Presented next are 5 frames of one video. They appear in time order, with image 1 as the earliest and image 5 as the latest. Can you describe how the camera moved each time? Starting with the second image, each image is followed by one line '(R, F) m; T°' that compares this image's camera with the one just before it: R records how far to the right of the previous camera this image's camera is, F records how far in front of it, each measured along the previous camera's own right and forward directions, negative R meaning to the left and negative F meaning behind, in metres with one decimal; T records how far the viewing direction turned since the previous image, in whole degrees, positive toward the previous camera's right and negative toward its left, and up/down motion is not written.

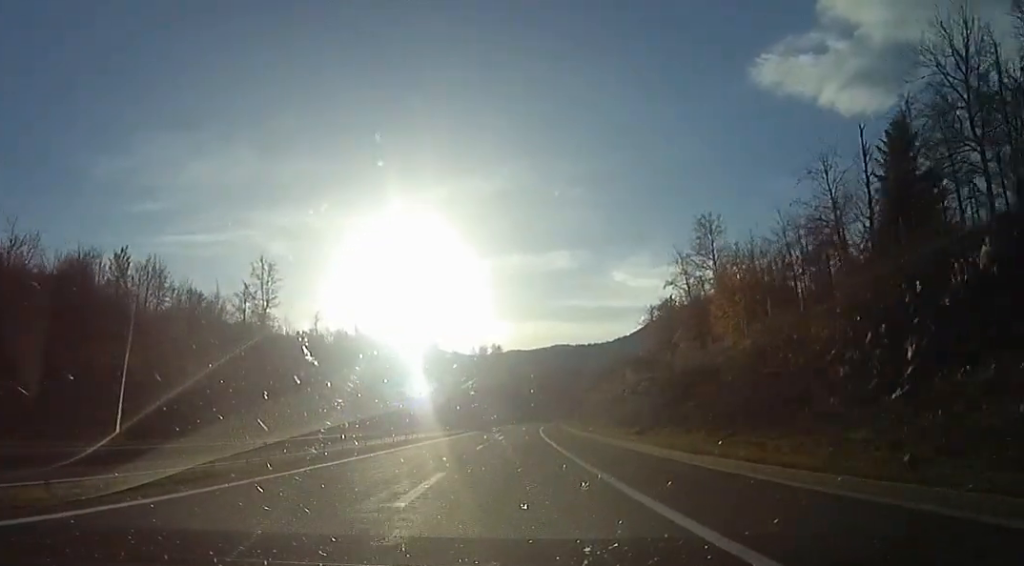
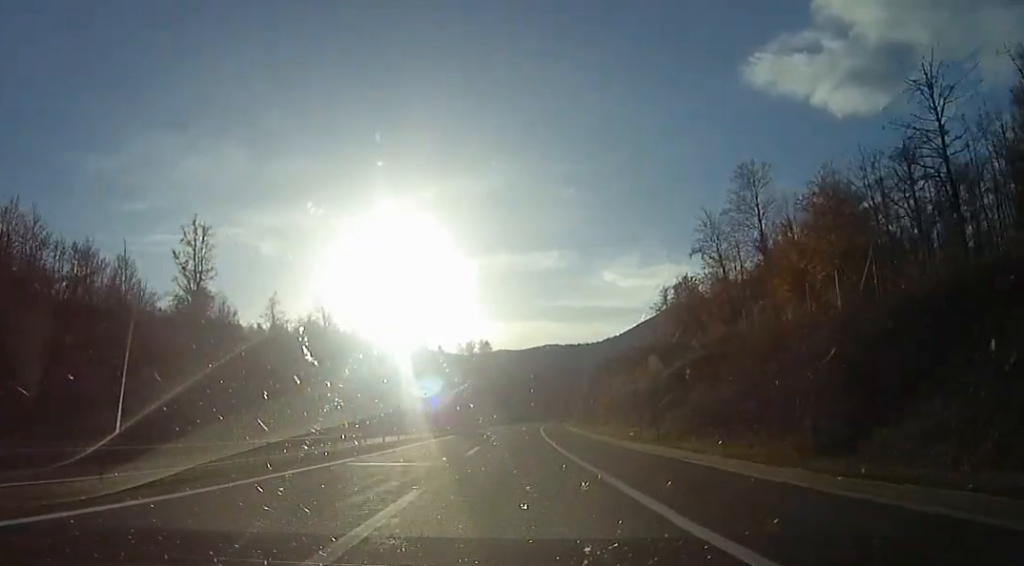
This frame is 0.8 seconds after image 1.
(-0.4, +22.5) m; 0°
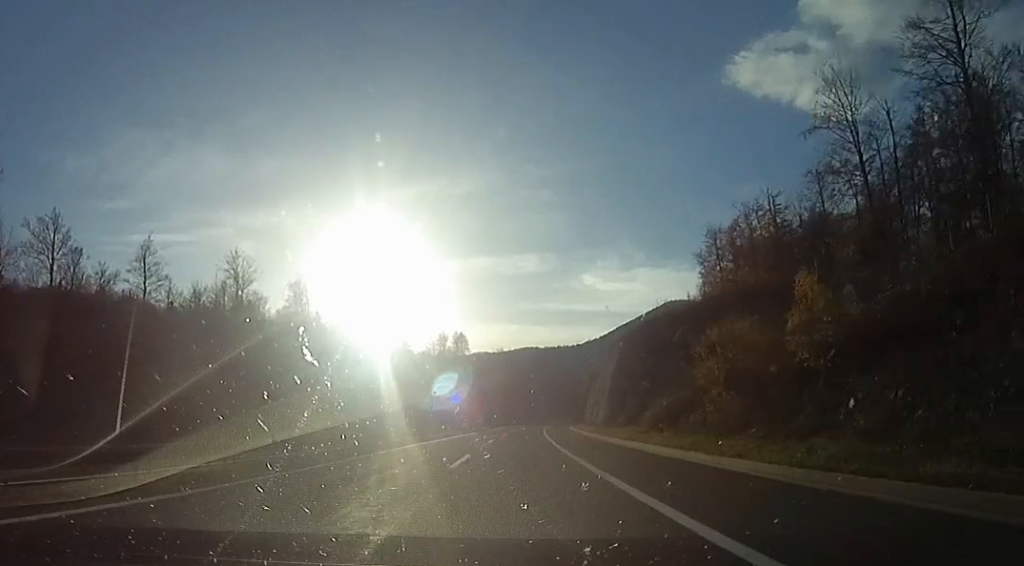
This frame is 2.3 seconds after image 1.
(+1.5, +42.5) m; +5°
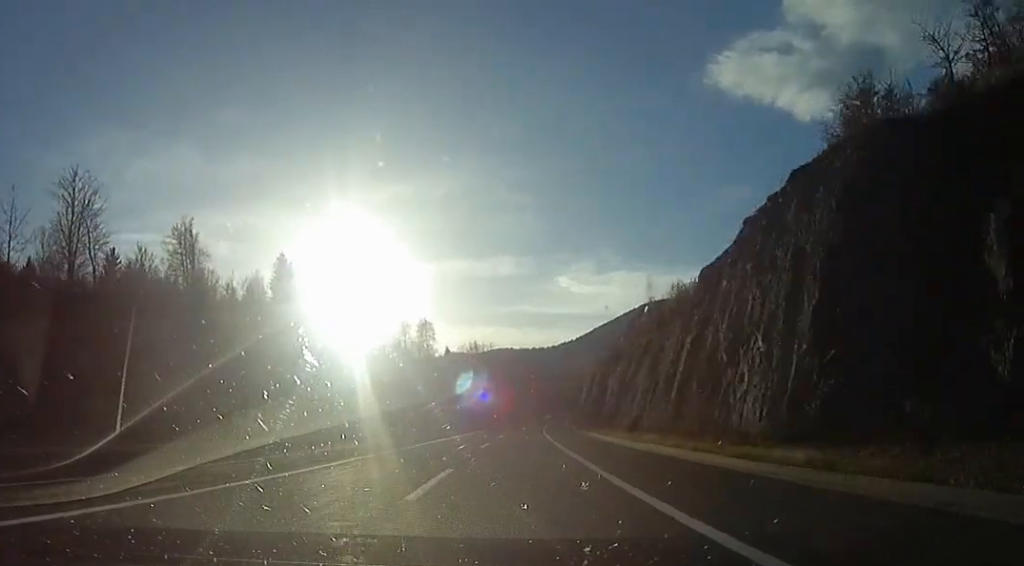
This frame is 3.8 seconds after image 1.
(+0.6, +43.5) m; +2°
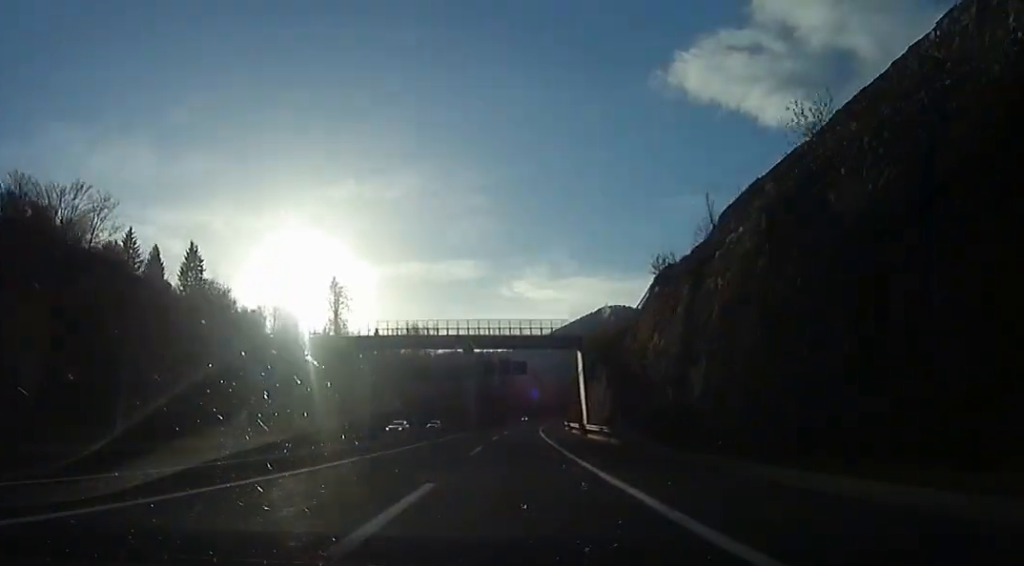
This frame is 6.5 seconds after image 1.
(+1.7, +76.7) m; +3°
